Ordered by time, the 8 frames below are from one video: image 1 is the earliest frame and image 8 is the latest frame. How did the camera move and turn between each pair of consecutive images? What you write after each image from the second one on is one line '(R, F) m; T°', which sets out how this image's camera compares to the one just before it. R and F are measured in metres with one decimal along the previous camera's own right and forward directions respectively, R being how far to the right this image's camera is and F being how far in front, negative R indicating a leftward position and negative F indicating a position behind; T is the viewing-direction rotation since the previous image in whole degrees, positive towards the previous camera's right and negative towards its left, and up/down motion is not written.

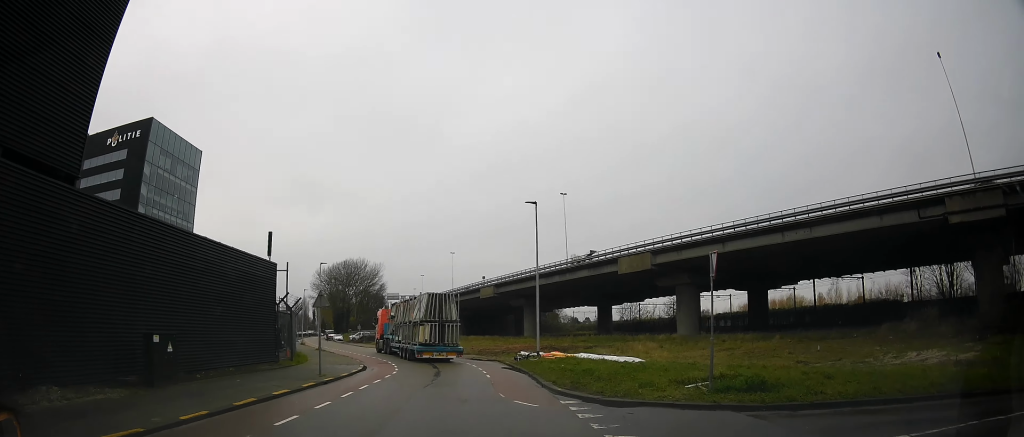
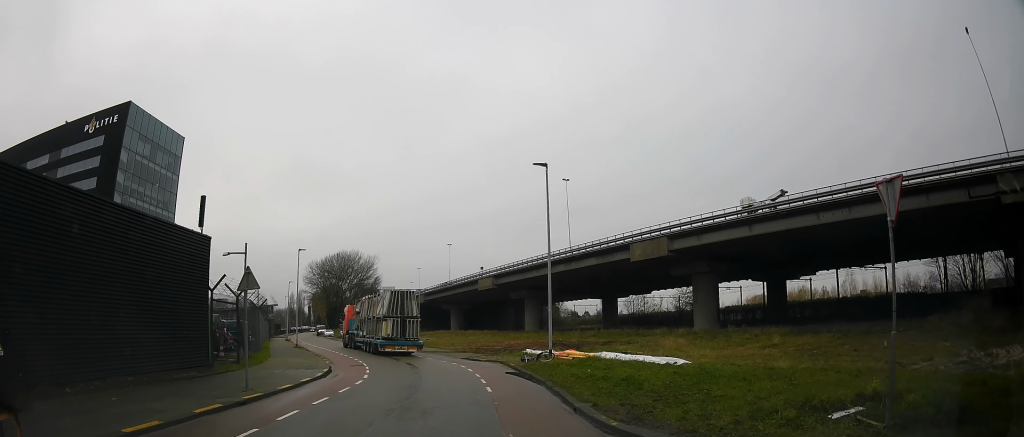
(0.0, +5.9) m; 0°
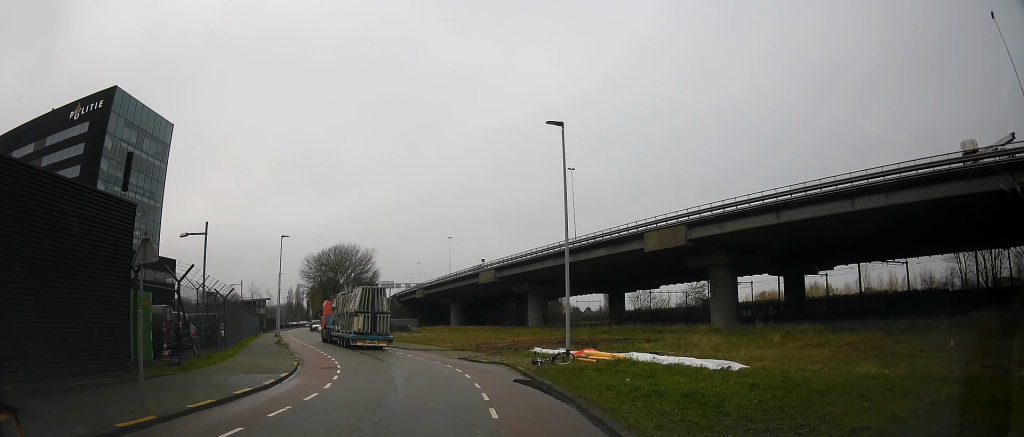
(0.0, +4.2) m; 0°
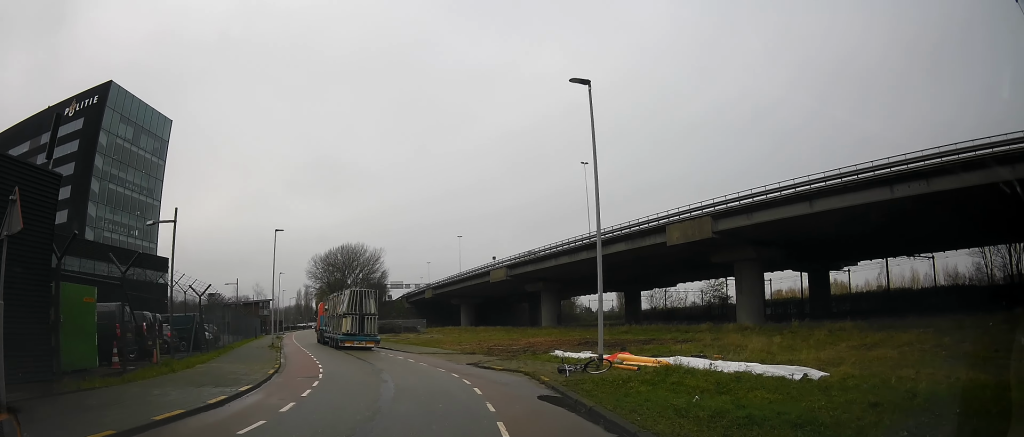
(0.0, +3.1) m; 0°
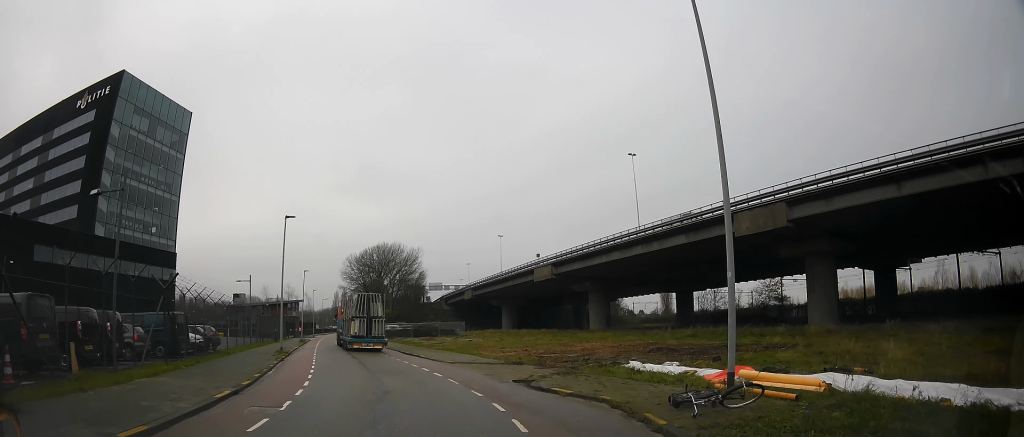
(0.0, +5.1) m; 0°
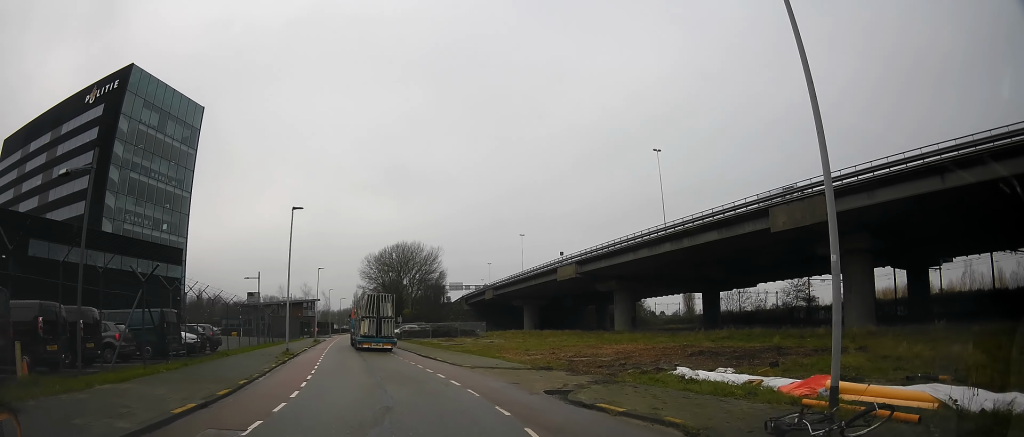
(0.0, +2.1) m; 0°
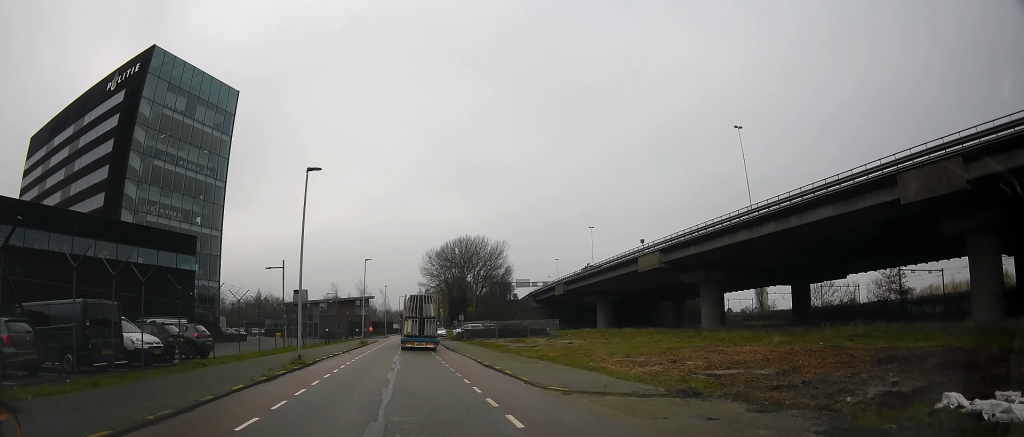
(0.0, +6.6) m; 0°
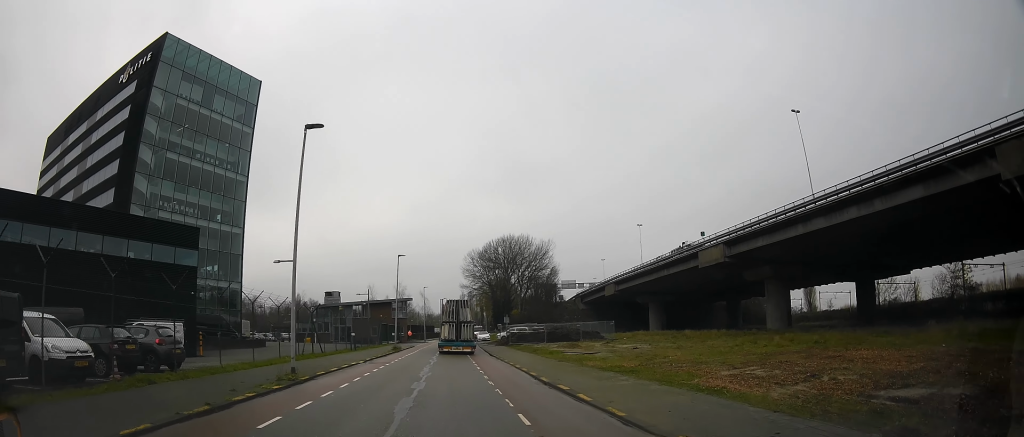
(0.0, +4.5) m; 0°
